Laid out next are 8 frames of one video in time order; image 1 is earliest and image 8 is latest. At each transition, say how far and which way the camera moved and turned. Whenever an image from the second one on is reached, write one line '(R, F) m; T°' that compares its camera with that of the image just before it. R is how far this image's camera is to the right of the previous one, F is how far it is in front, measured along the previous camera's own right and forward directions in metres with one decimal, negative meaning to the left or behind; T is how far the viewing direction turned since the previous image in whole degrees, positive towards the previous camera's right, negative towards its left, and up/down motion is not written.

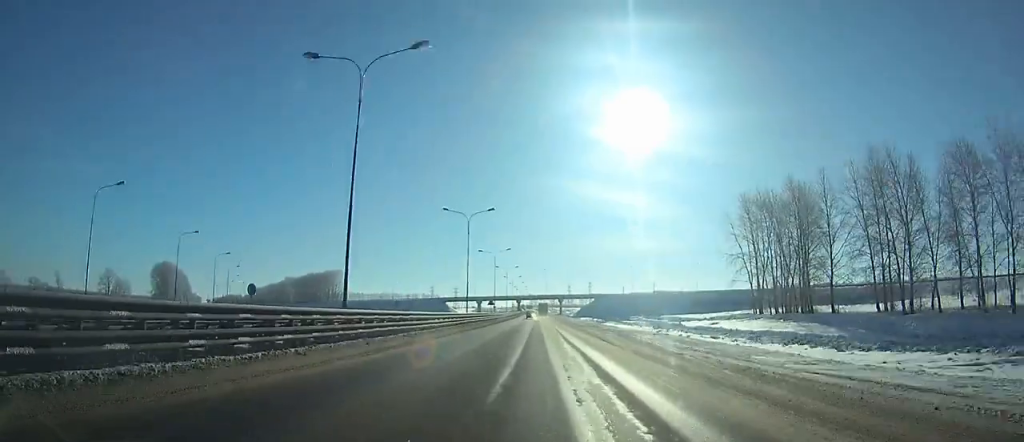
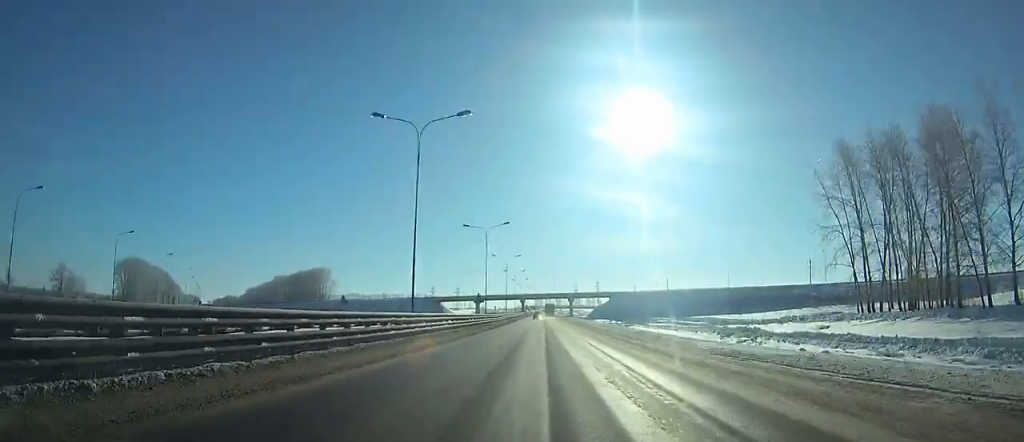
(-0.1, +30.5) m; 0°
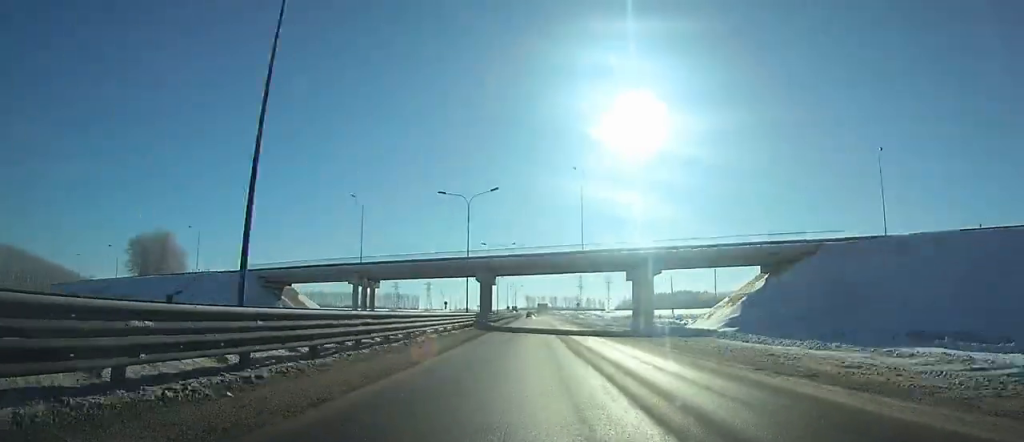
(+0.1, +137.6) m; 0°
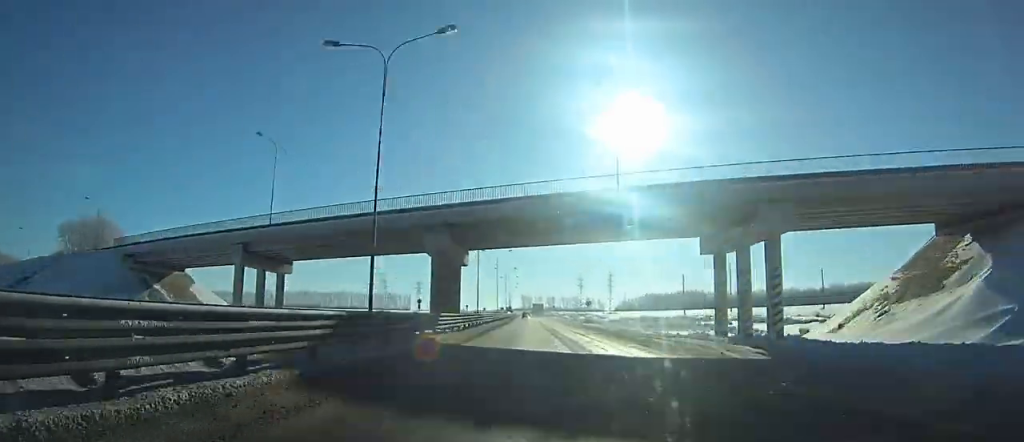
(0.0, +29.8) m; 0°
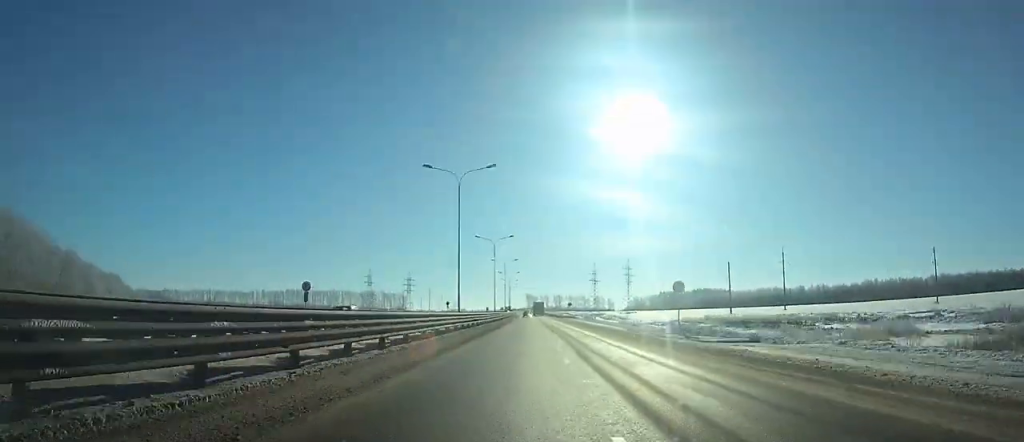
(0.0, +58.0) m; 0°
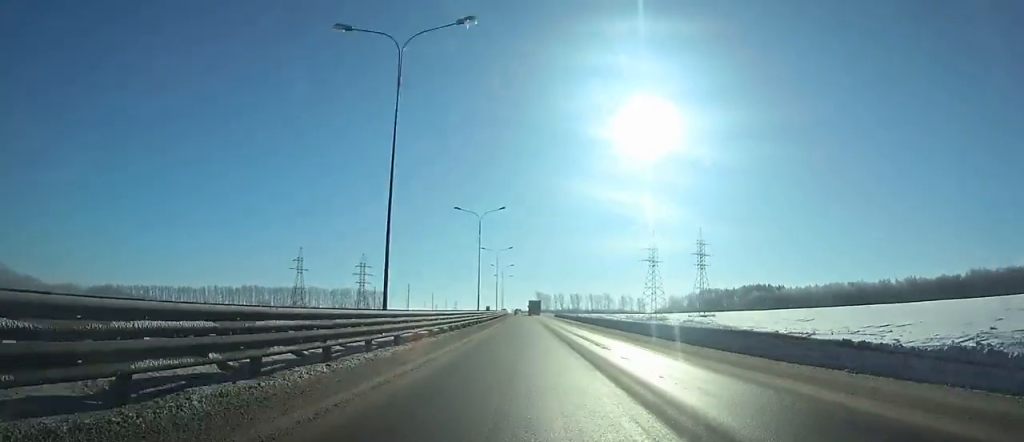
(-0.6, +141.5) m; -1°
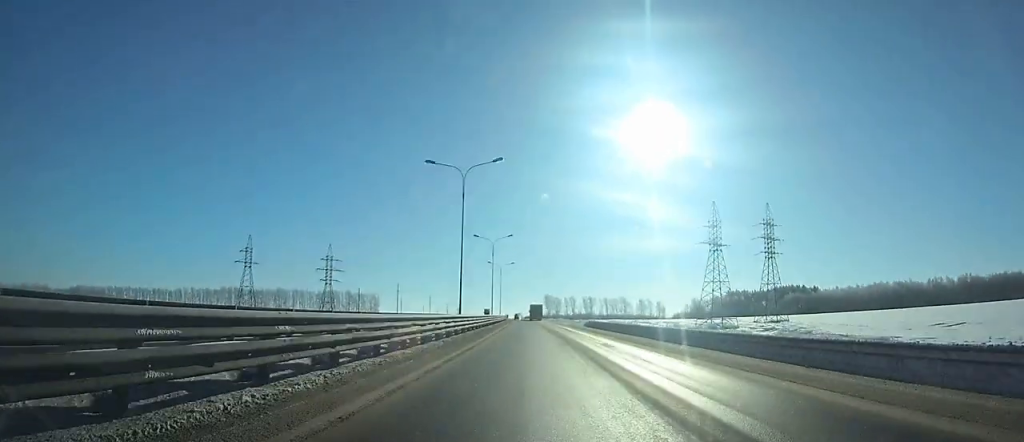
(-0.4, +59.9) m; -1°
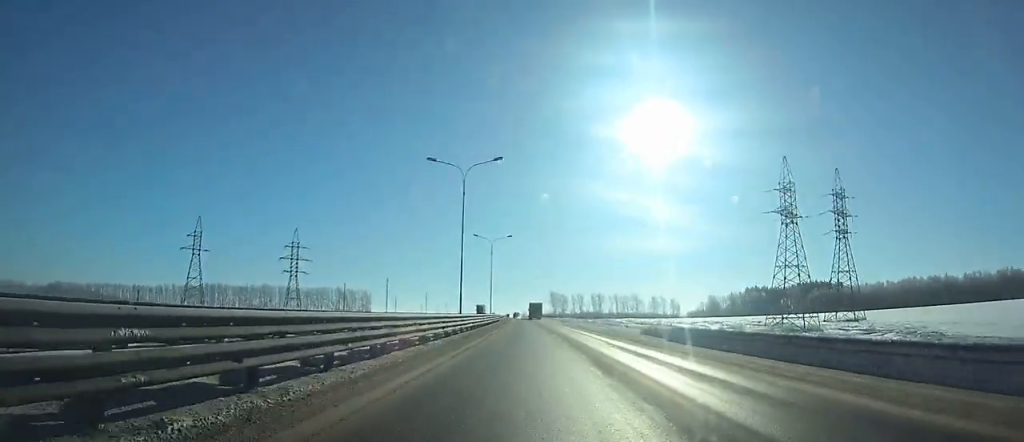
(-0.2, +39.4) m; -1°
